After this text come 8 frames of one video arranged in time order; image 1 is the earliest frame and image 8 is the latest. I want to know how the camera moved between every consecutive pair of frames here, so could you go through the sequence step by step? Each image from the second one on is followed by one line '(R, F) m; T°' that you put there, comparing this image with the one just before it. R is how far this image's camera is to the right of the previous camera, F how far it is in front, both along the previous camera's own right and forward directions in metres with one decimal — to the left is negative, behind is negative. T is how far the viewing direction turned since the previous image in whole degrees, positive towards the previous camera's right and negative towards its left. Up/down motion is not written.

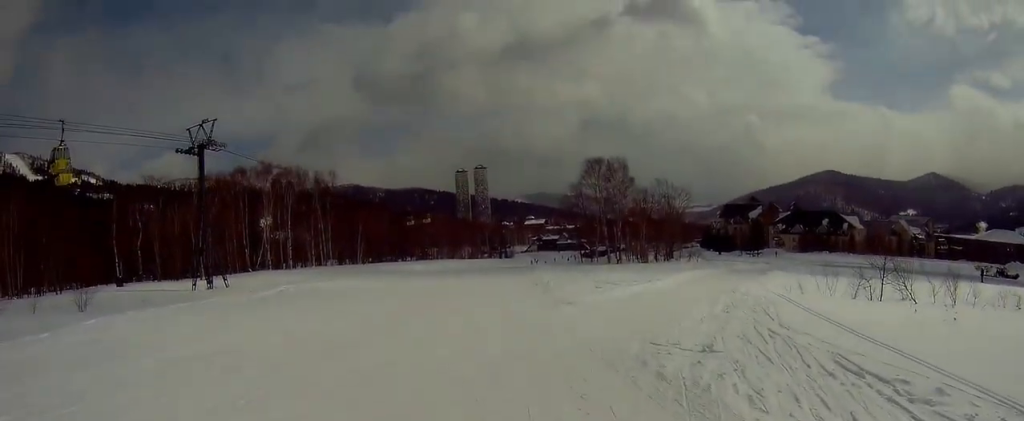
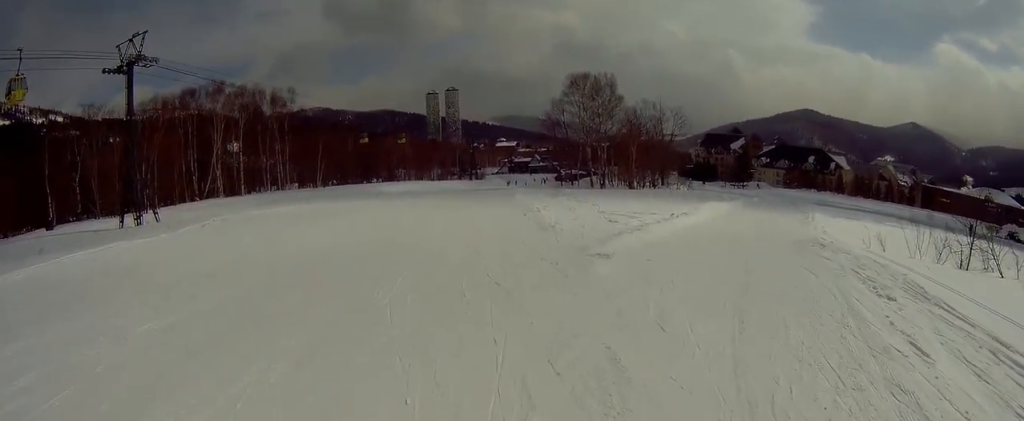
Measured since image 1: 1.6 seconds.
(-0.6, +8.1) m; -2°
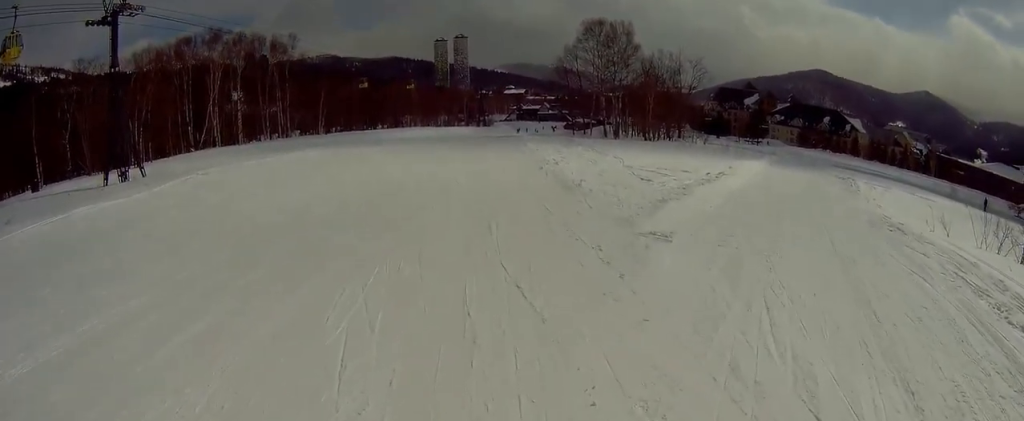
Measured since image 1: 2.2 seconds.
(+0.8, +3.2) m; -2°
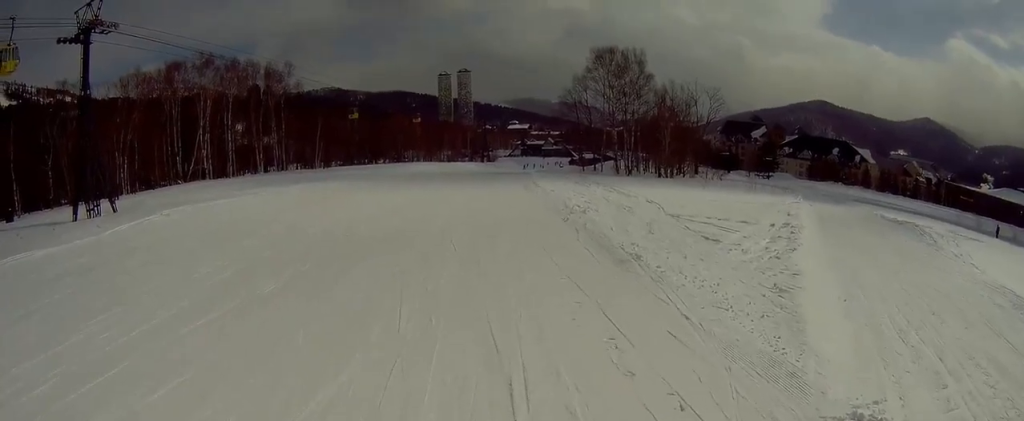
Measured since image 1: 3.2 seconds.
(-1.4, +5.3) m; 0°
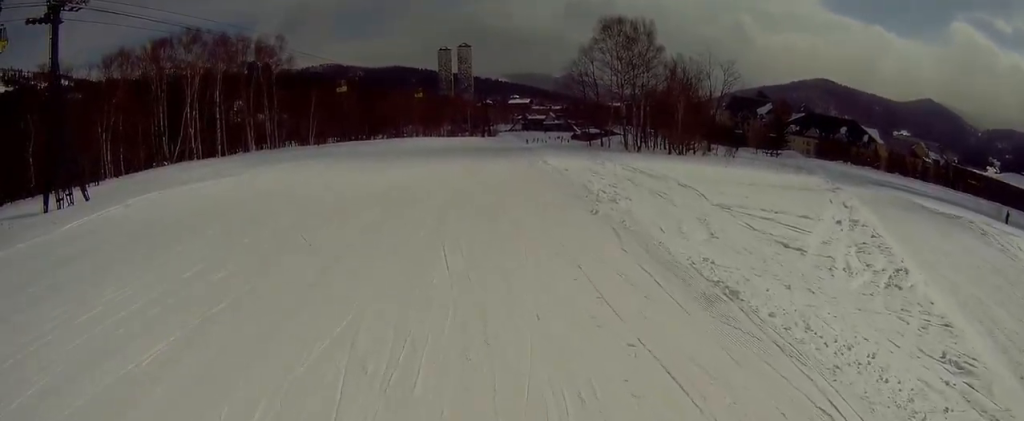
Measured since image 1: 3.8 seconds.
(+0.9, +3.5) m; +7°
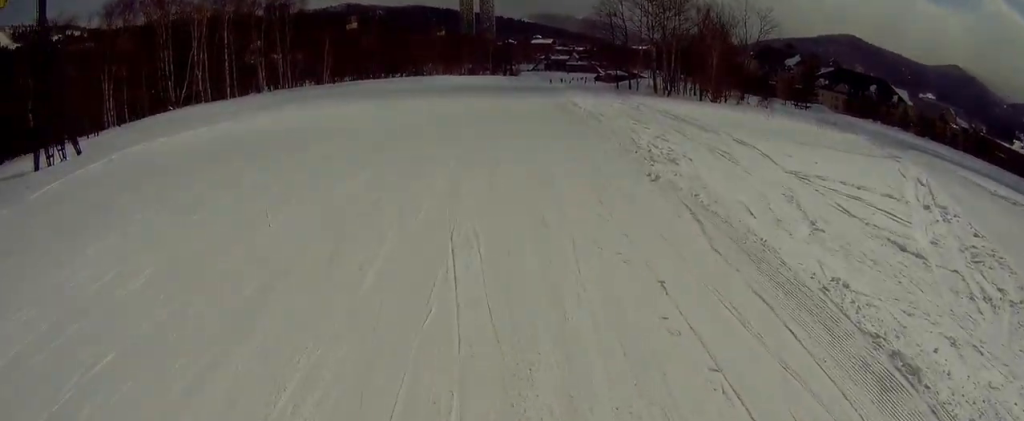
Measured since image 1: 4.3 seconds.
(+0.3, +2.6) m; +3°
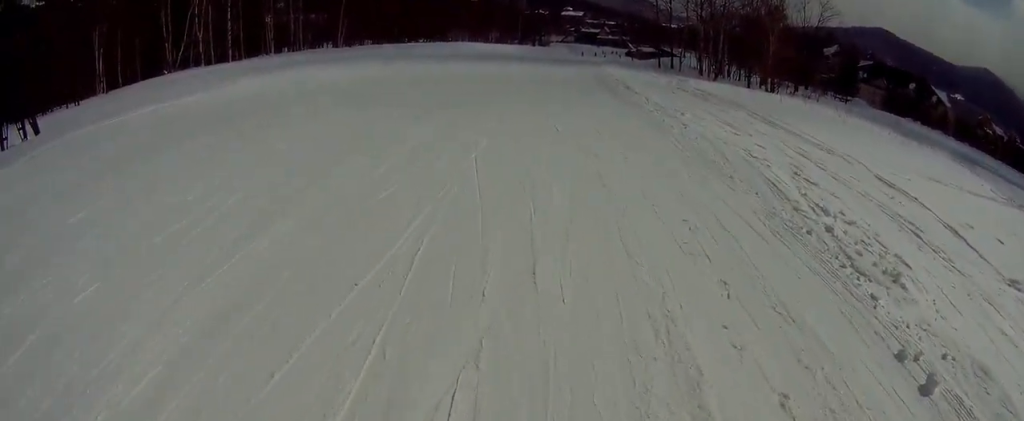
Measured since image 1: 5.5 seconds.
(-0.5, +5.5) m; -8°
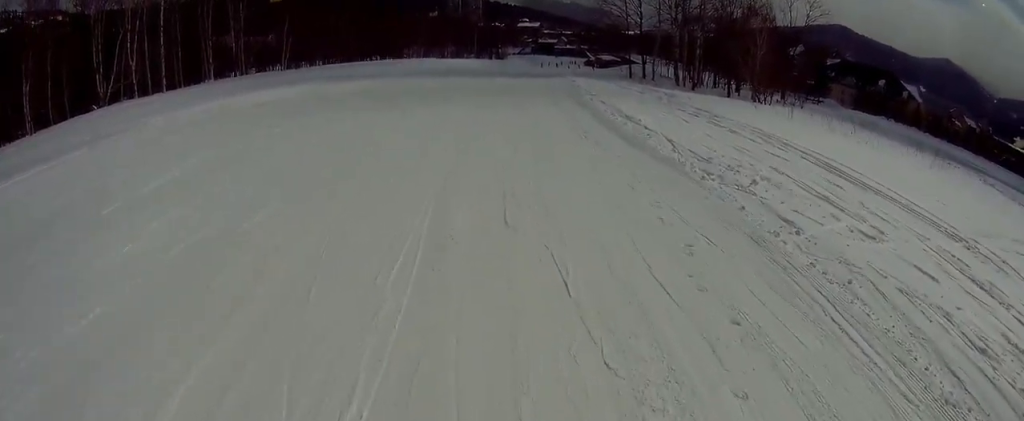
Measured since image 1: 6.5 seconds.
(-0.3, +5.0) m; -2°
